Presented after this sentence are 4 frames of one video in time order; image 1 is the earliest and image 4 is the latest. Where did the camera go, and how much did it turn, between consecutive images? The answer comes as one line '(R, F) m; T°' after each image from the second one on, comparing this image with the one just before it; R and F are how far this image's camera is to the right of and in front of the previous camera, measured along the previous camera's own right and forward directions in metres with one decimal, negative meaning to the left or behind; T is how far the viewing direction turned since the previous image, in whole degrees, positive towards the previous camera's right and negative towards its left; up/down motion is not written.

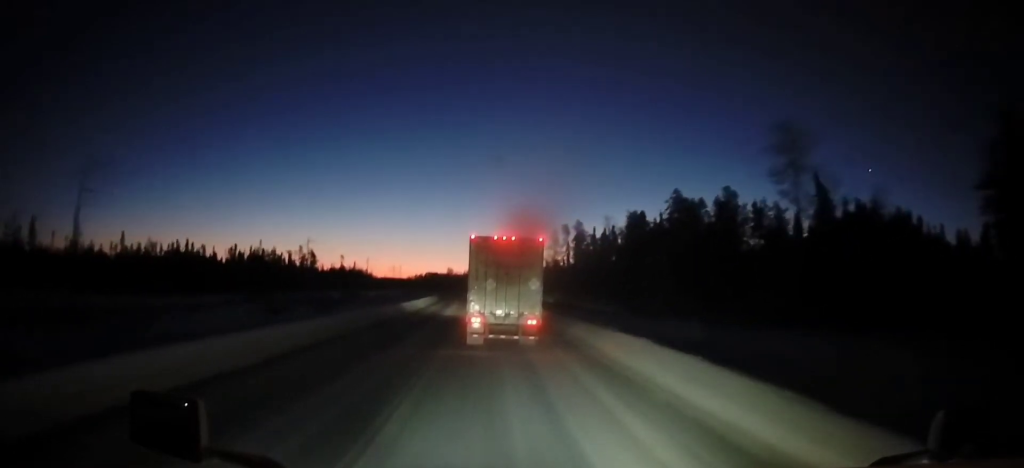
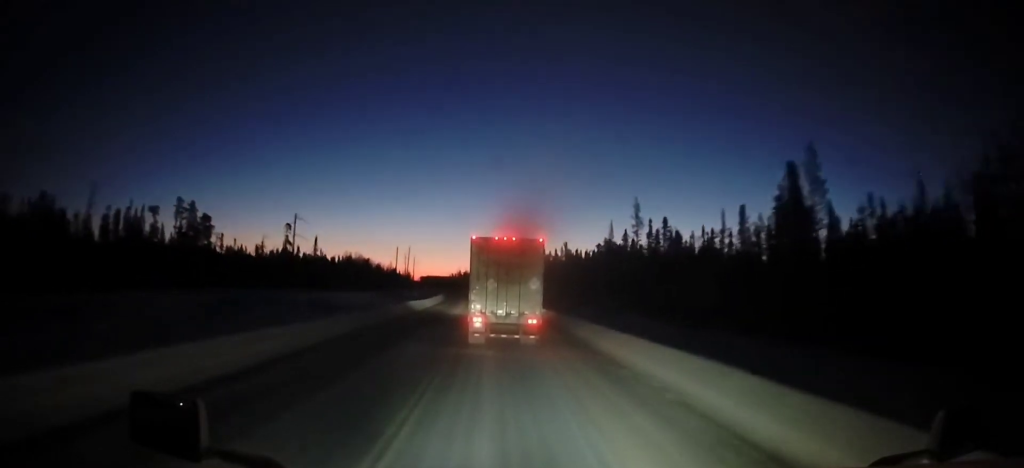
(-6.6, +139.8) m; -5°
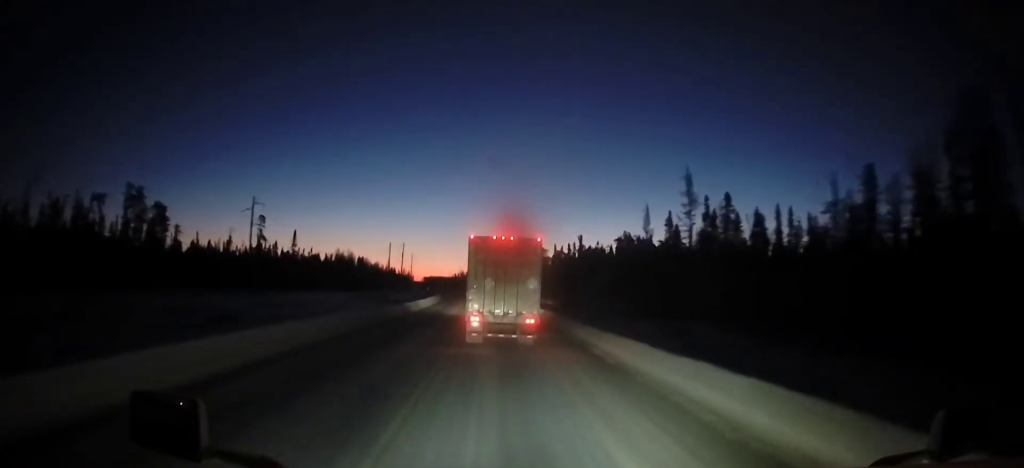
(0.0, +21.4) m; 0°
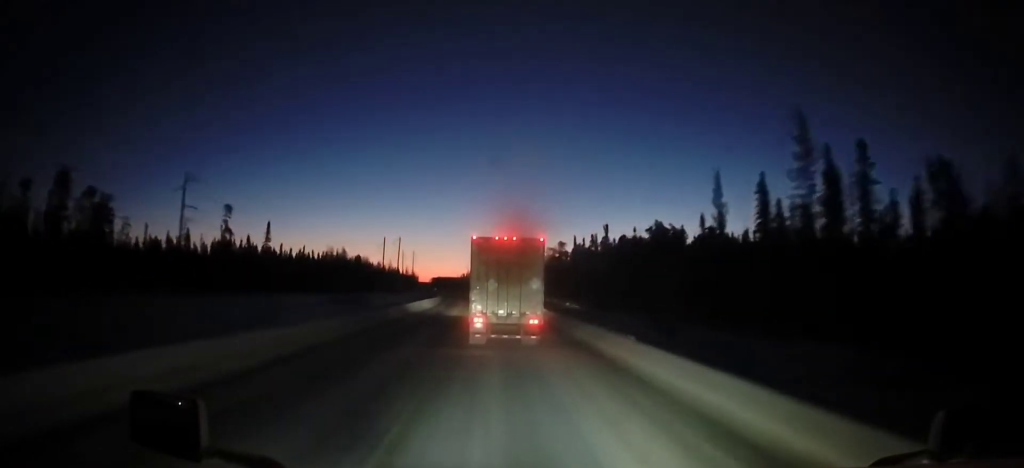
(0.0, +23.2) m; -1°
